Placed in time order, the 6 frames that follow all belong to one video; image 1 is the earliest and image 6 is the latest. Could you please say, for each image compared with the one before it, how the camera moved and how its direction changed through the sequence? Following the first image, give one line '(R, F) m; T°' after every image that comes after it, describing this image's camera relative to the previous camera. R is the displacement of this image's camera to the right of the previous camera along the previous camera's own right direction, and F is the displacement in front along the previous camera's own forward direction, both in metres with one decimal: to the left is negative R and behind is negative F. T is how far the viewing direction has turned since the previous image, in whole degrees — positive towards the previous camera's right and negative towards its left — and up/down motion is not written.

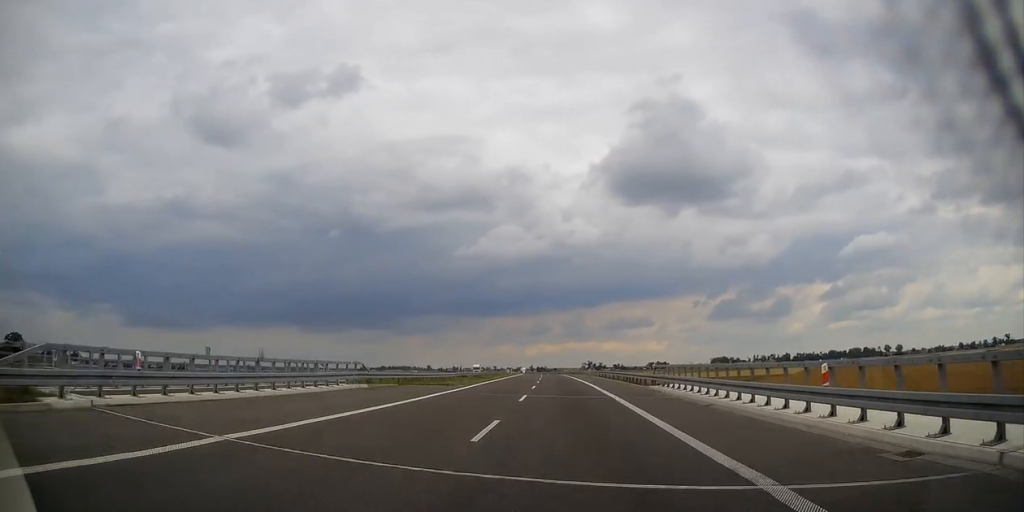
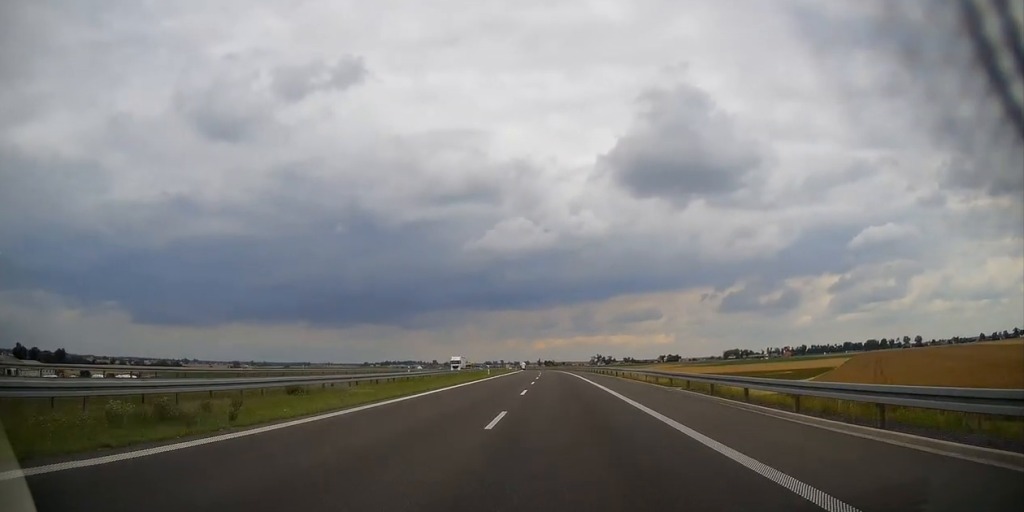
(-0.5, +47.3) m; -1°
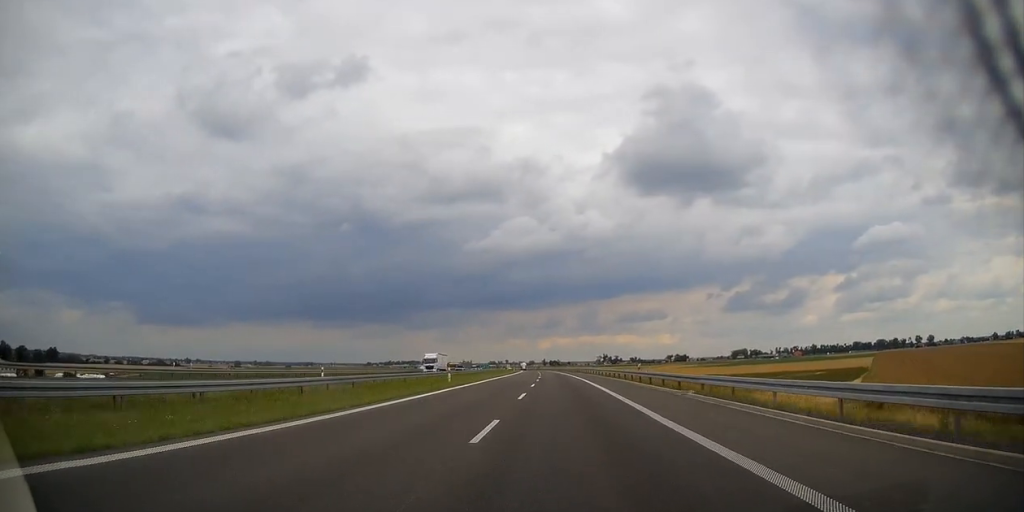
(0.0, +26.2) m; 0°
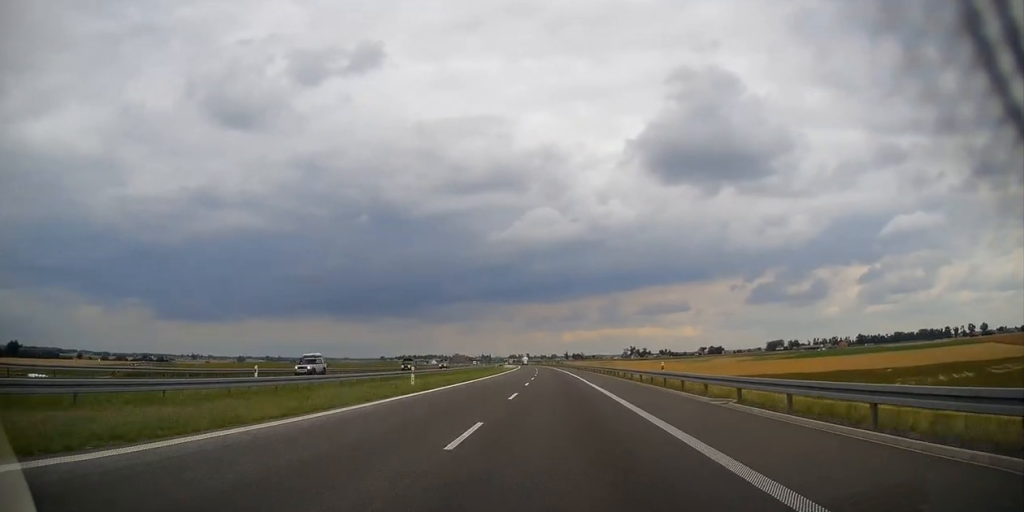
(-2.6, +109.8) m; -2°
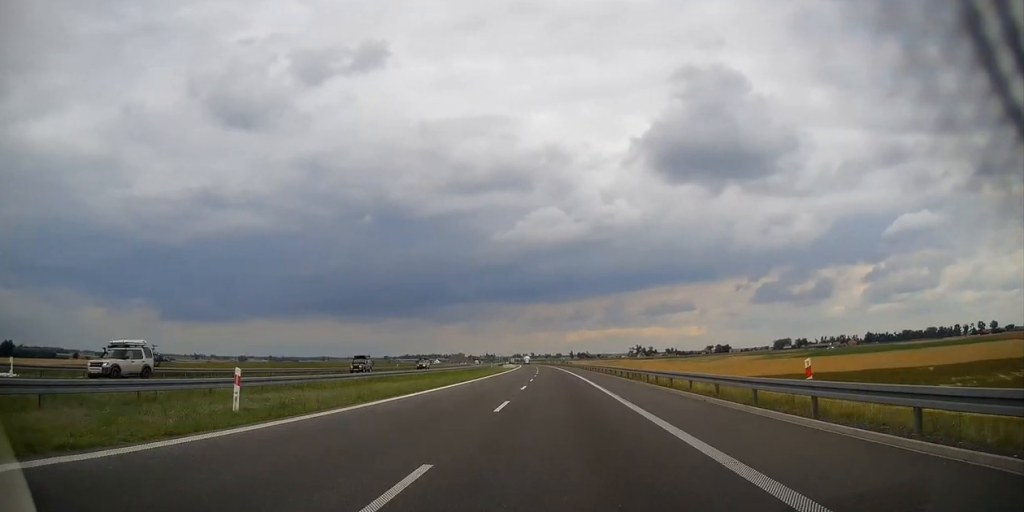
(+0.2, +17.5) m; 0°
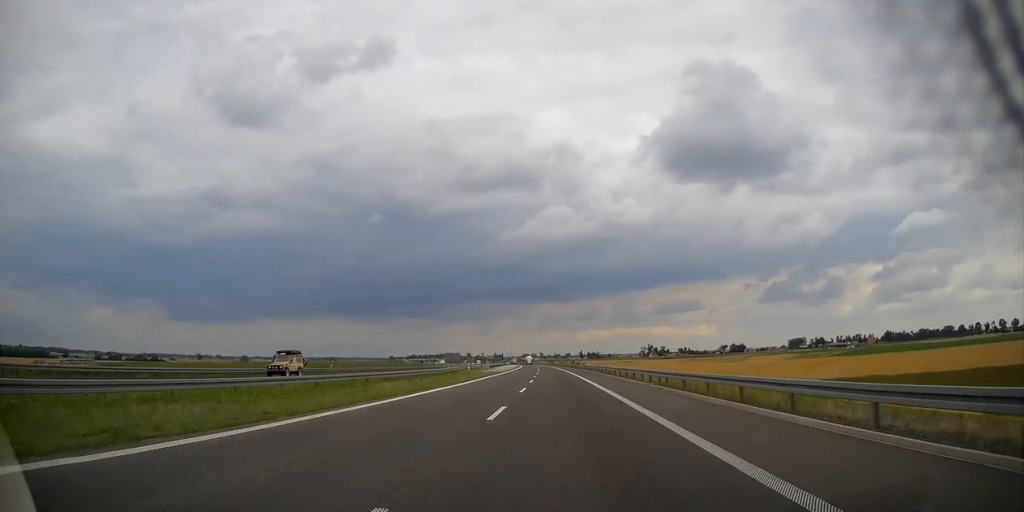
(-0.4, +38.6) m; -1°
